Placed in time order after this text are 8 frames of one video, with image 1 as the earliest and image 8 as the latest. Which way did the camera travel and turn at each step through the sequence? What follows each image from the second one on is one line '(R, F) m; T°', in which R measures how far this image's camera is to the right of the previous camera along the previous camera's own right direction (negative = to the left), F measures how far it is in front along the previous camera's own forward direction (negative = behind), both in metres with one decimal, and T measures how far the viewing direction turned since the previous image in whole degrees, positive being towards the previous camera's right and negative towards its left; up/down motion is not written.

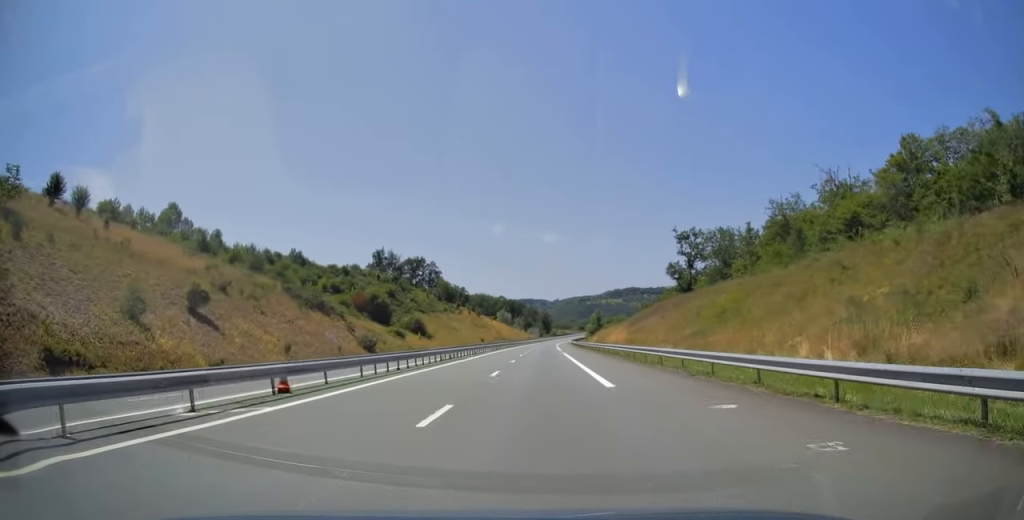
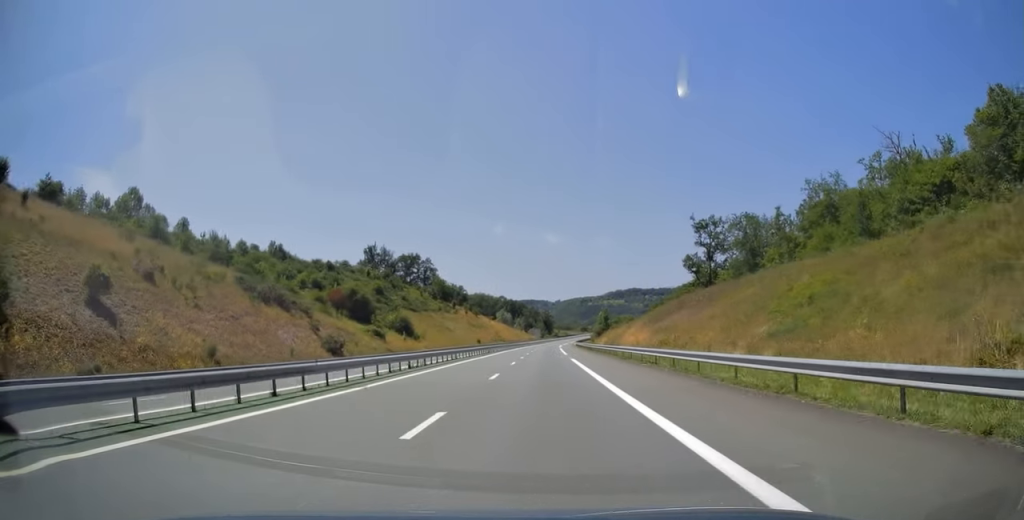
(0.0, +14.0) m; 0°
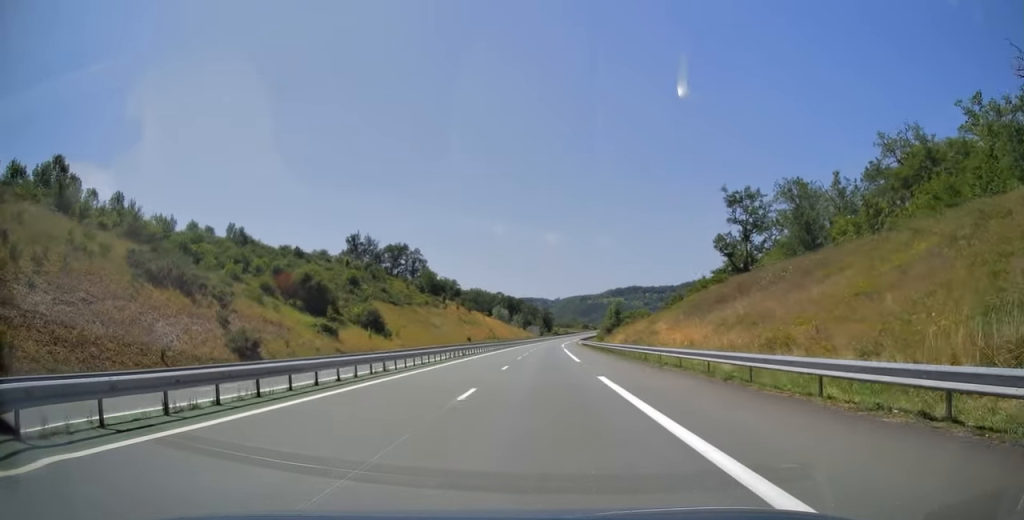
(-0.1, +21.0) m; 0°
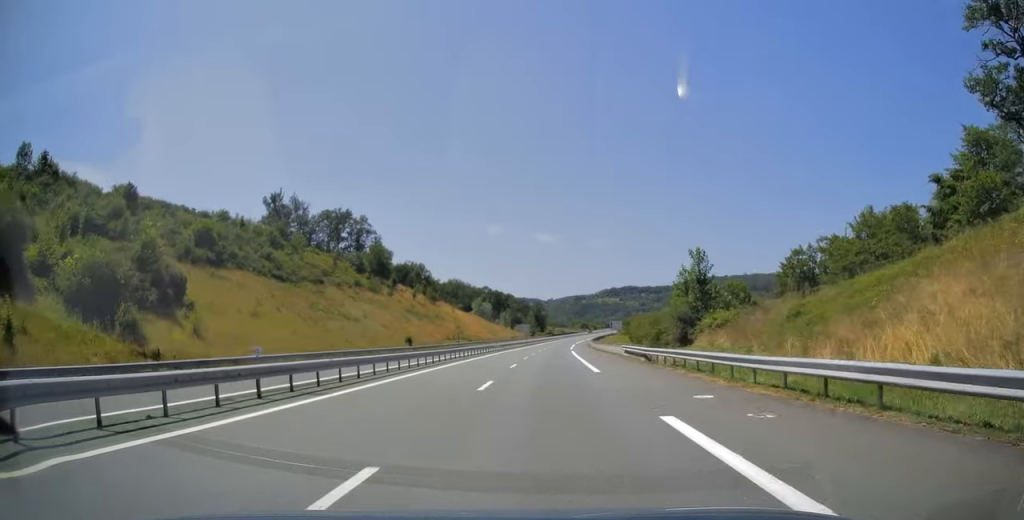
(+0.2, +61.9) m; +1°
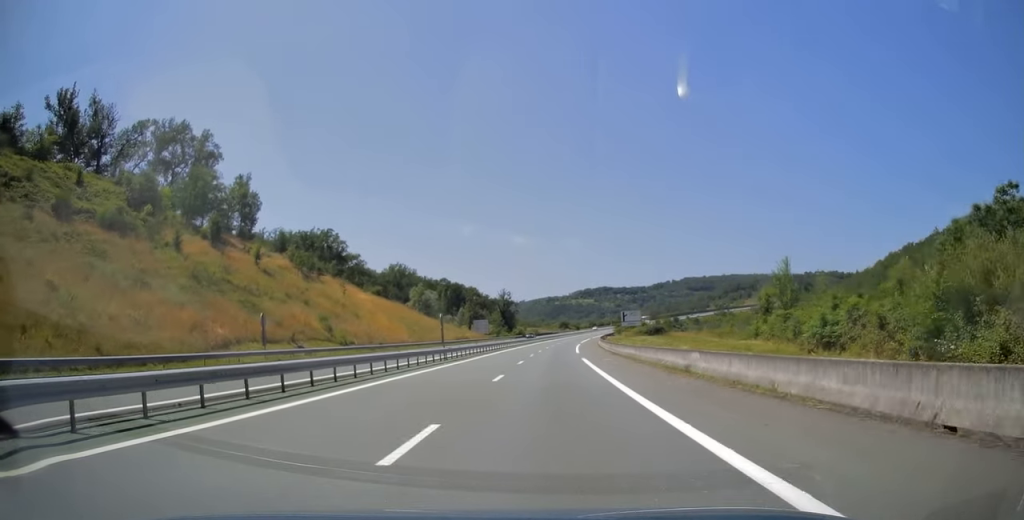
(+1.2, +74.1) m; +2°
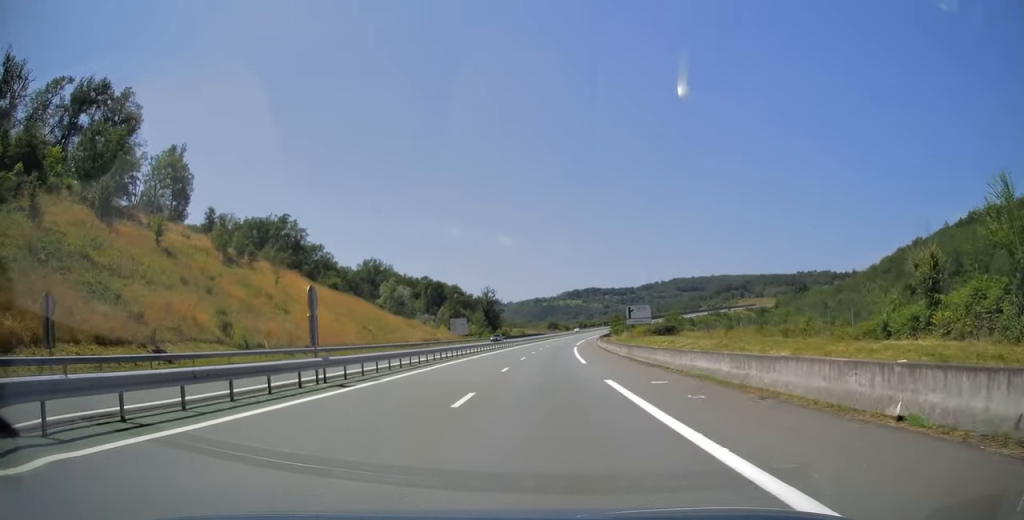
(0.0, +20.4) m; +1°
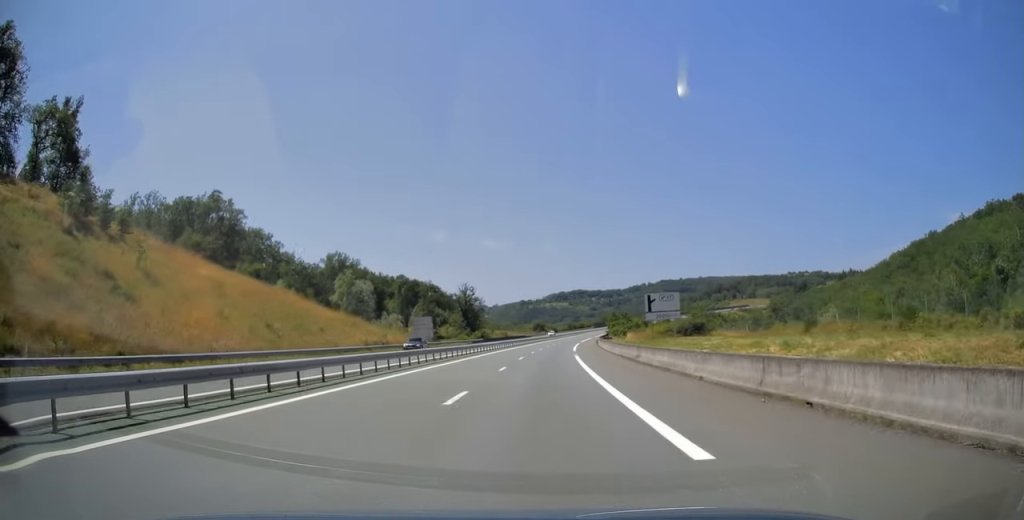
(+0.5, +25.2) m; +2°
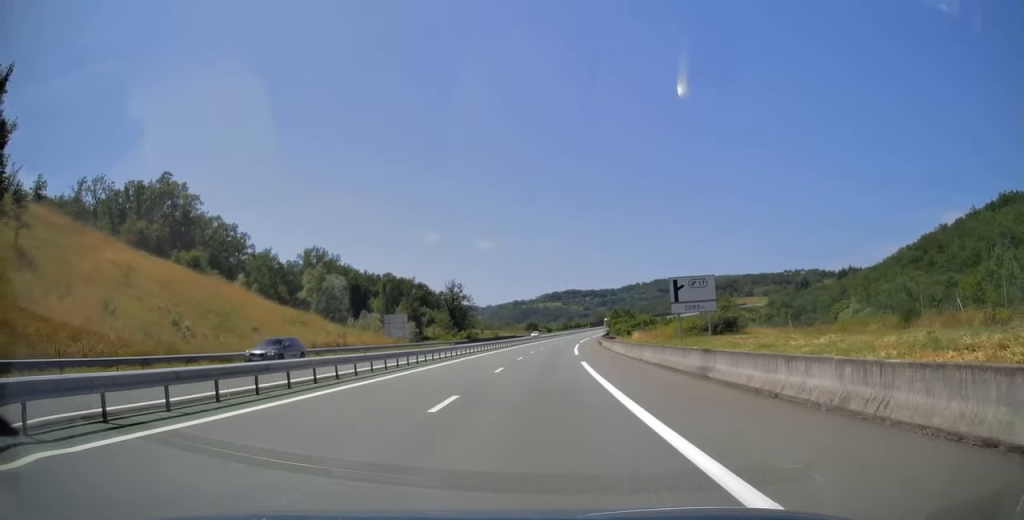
(+0.1, +14.5) m; +1°
